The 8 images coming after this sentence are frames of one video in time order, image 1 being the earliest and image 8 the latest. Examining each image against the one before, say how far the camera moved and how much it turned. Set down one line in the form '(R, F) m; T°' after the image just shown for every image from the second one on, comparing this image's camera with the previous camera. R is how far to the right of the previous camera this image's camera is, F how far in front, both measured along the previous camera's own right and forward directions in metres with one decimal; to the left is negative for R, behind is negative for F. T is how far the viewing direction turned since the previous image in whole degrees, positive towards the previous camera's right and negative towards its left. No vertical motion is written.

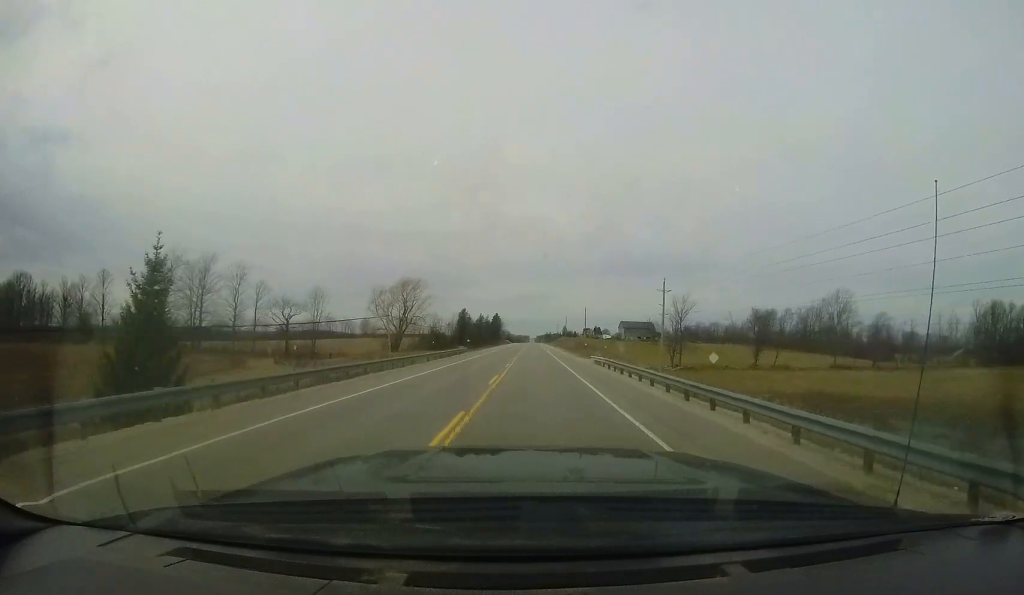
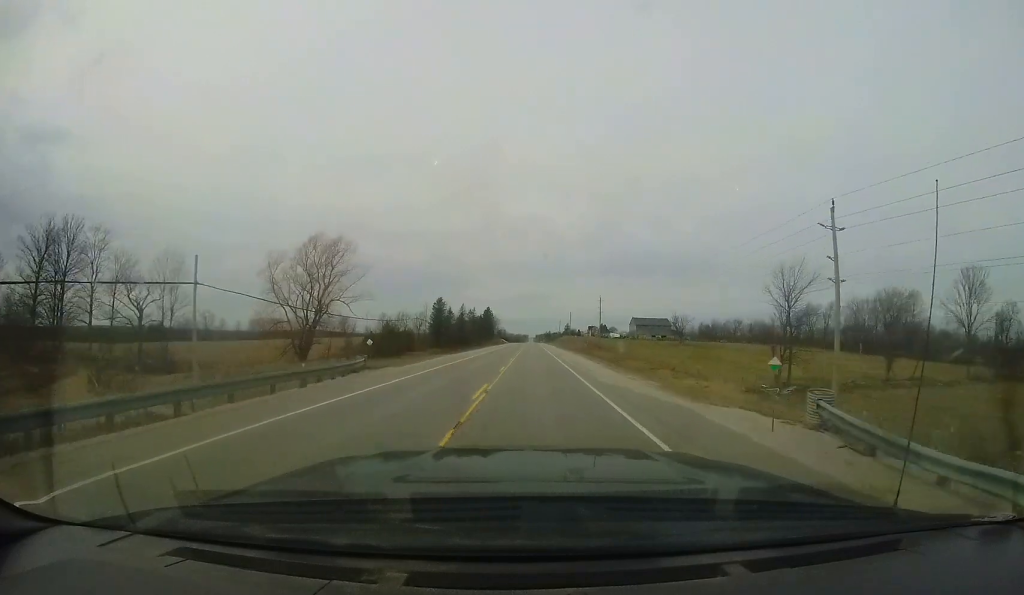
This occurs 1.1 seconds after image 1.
(+0.3, +30.0) m; 0°
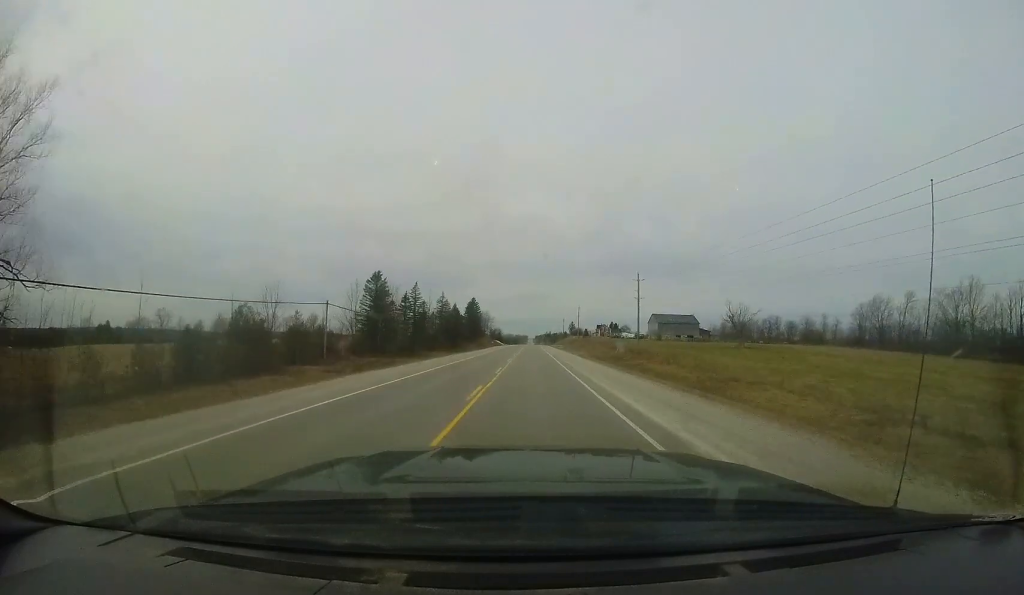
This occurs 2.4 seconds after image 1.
(-0.3, +36.5) m; -1°
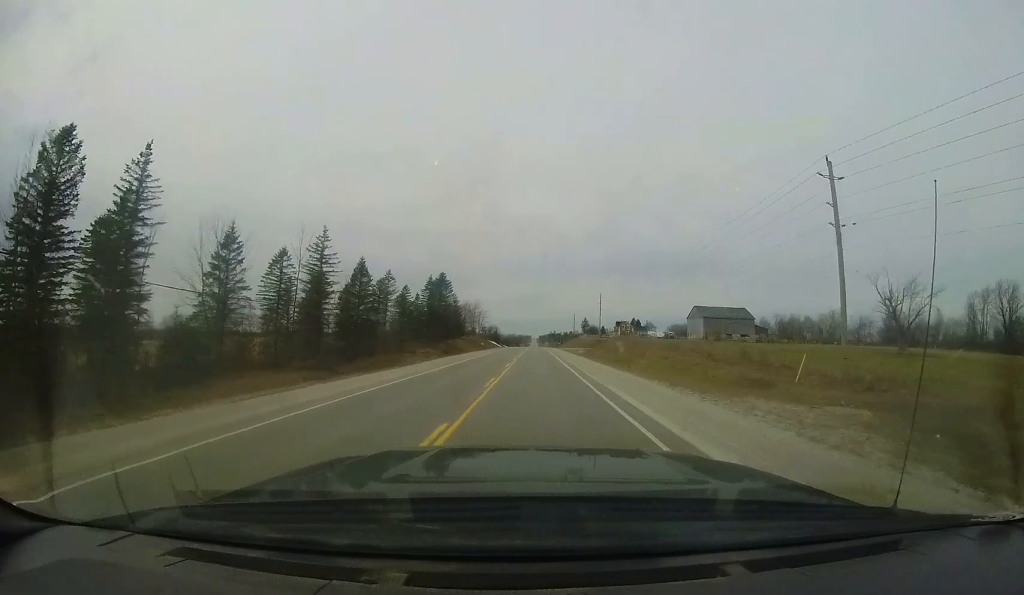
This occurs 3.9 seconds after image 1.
(-0.8, +42.9) m; -1°
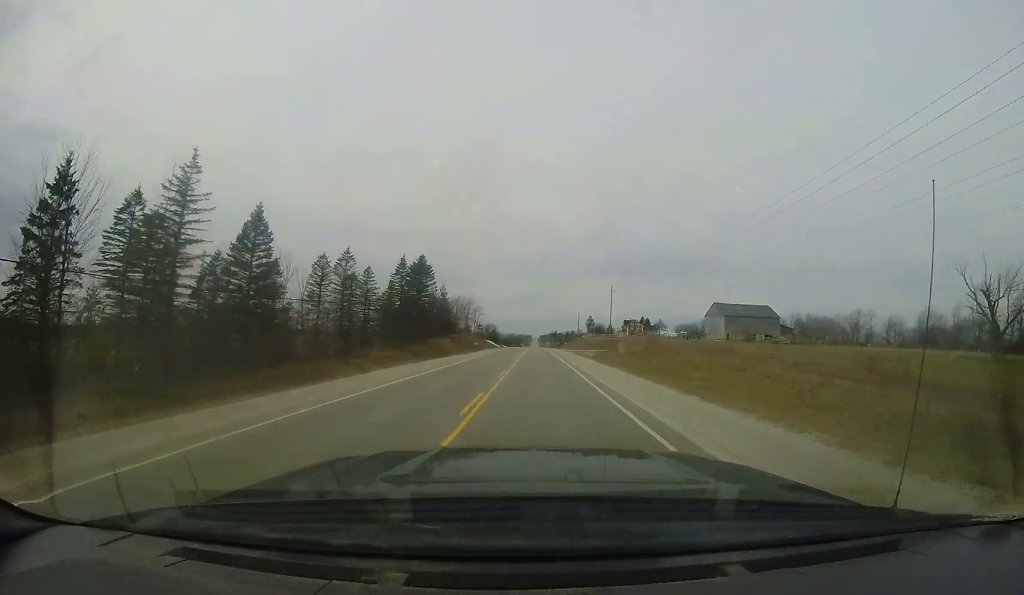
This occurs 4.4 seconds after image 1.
(-0.2, +14.0) m; 0°
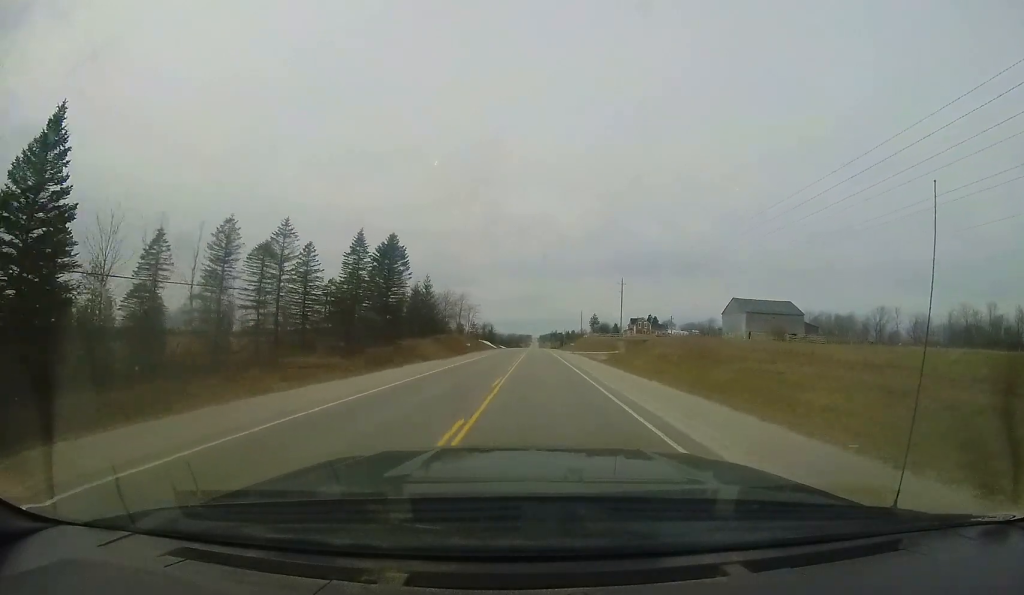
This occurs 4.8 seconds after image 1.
(+0.3, +12.1) m; +1°
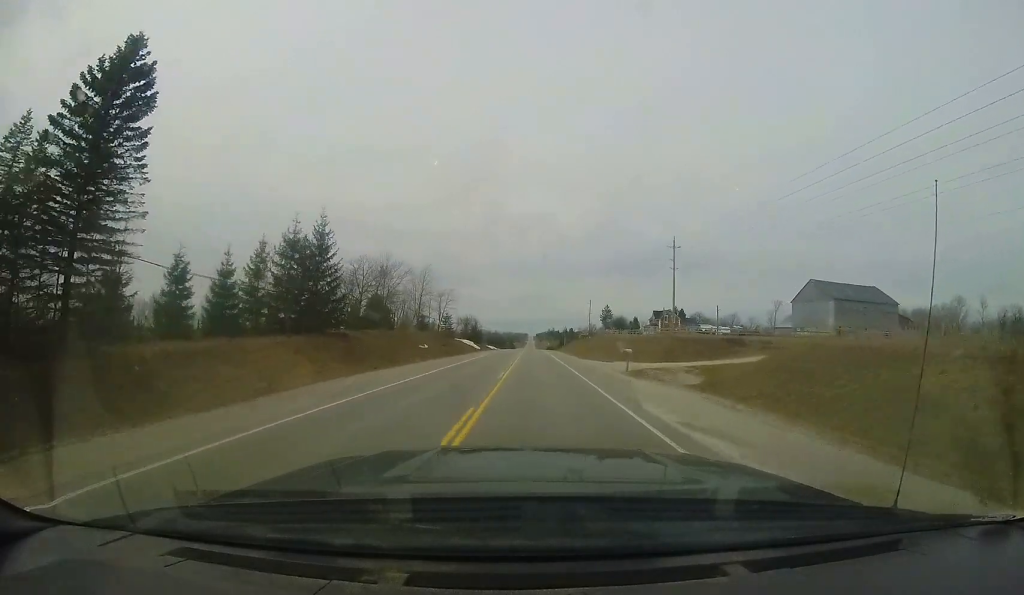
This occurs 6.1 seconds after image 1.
(+0.4, +34.4) m; +1°
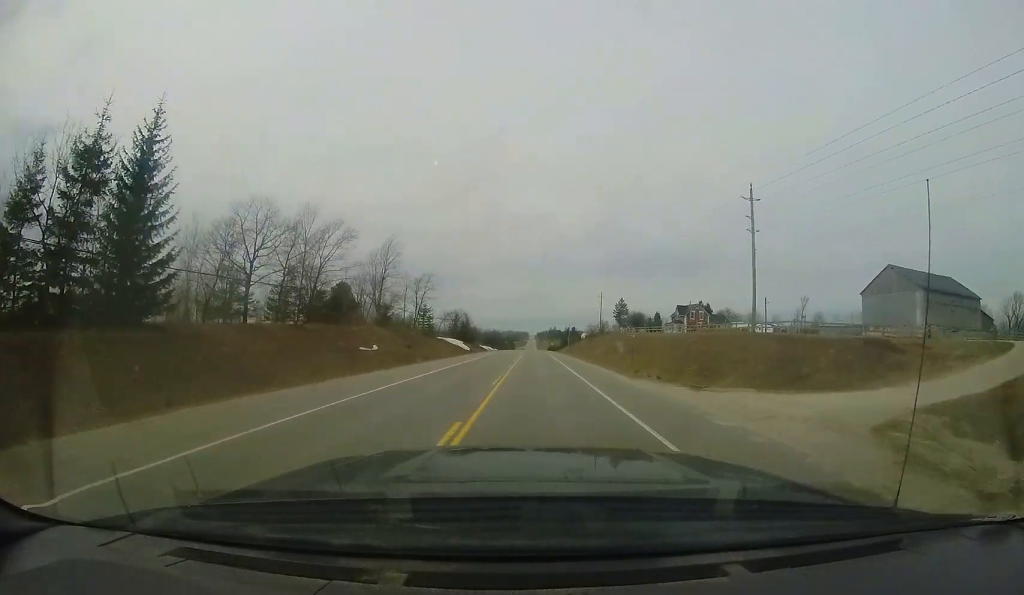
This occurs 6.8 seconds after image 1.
(0.0, +19.4) m; 0°
